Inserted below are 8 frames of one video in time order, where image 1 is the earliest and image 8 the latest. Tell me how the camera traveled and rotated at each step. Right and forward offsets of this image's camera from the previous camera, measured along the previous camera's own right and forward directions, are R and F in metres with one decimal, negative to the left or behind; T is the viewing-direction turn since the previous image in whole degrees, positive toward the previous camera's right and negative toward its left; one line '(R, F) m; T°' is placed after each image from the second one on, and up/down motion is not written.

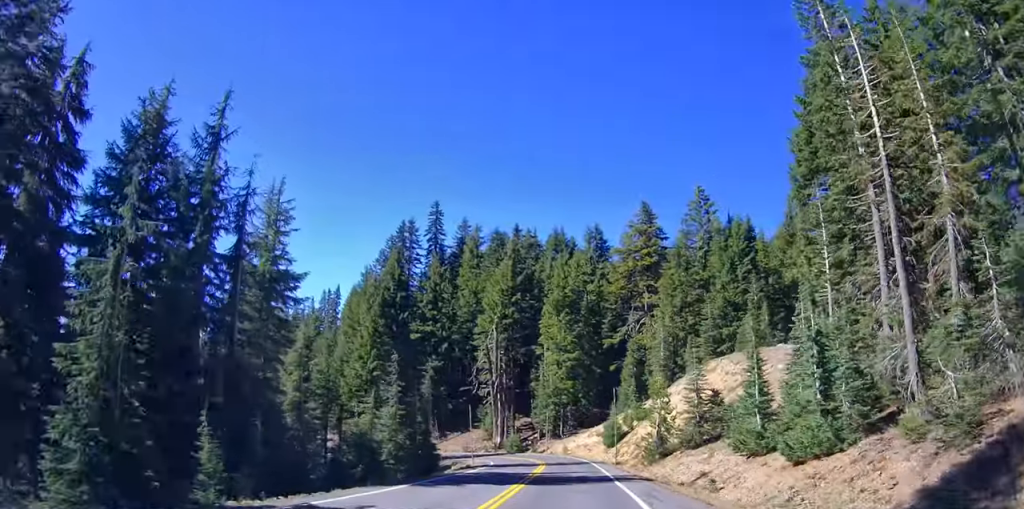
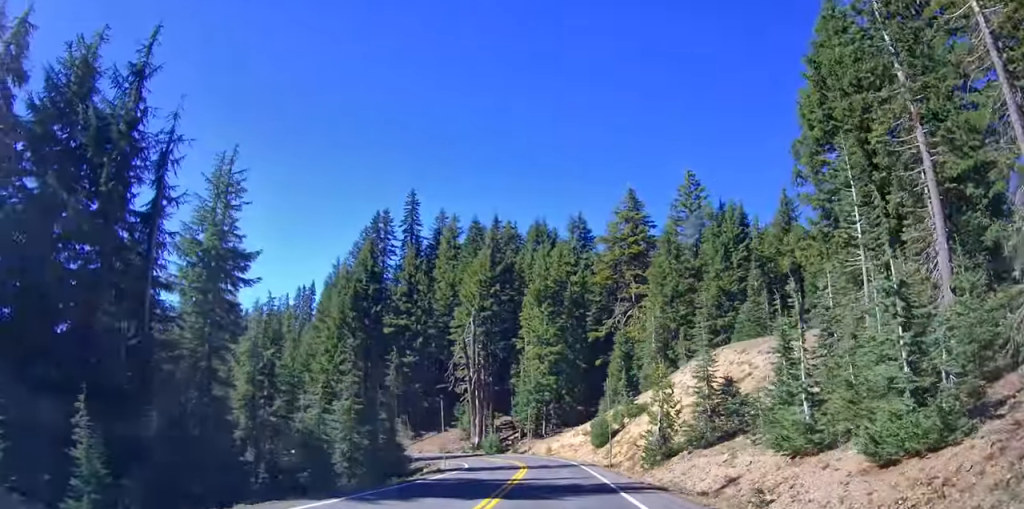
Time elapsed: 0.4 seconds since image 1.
(0.0, +5.8) m; +1°
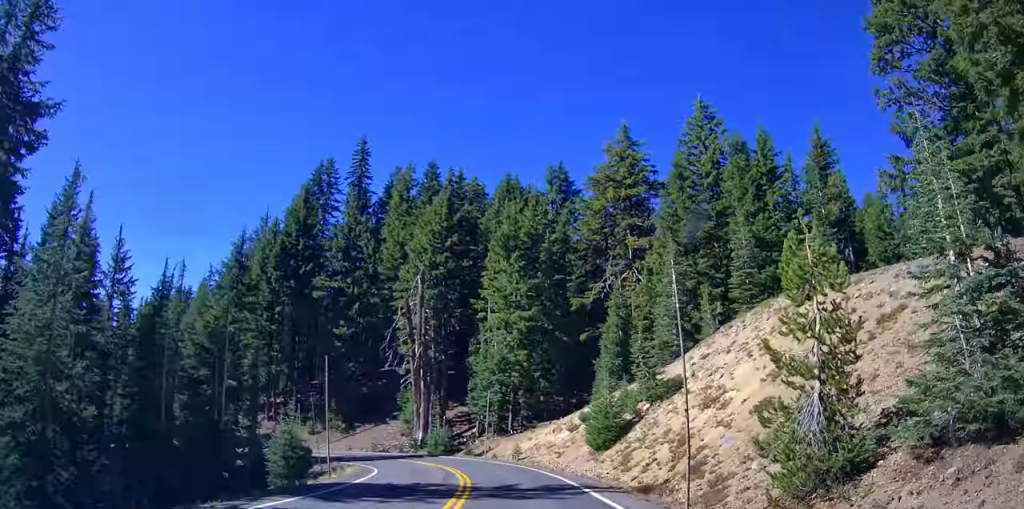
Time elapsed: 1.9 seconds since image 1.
(+0.8, +18.9) m; +5°
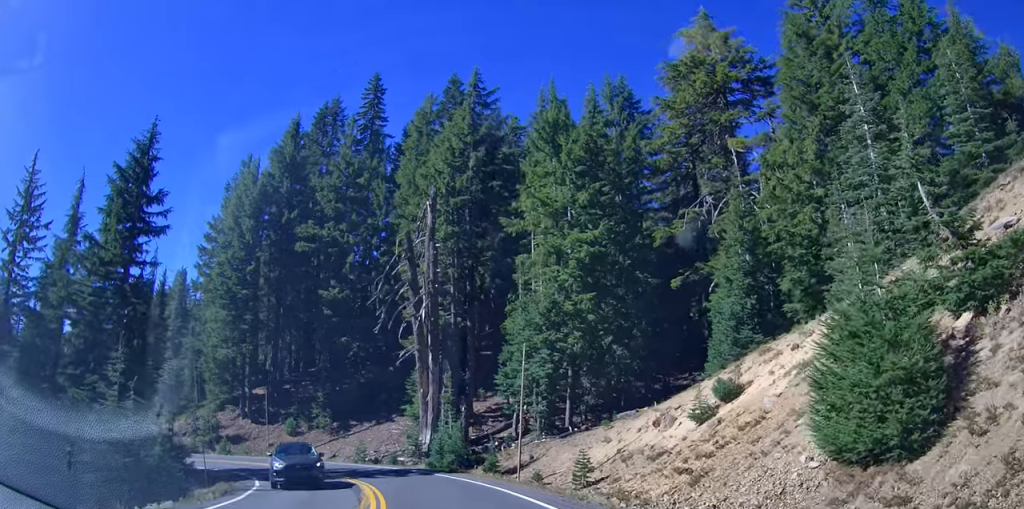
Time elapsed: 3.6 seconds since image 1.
(+0.2, +20.5) m; +1°
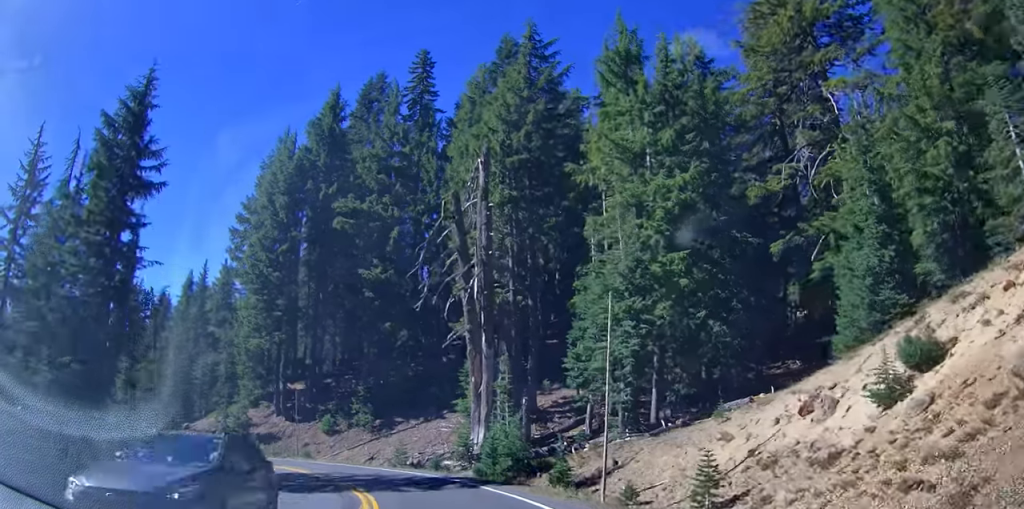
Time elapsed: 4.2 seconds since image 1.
(0.0, +7.3) m; 0°
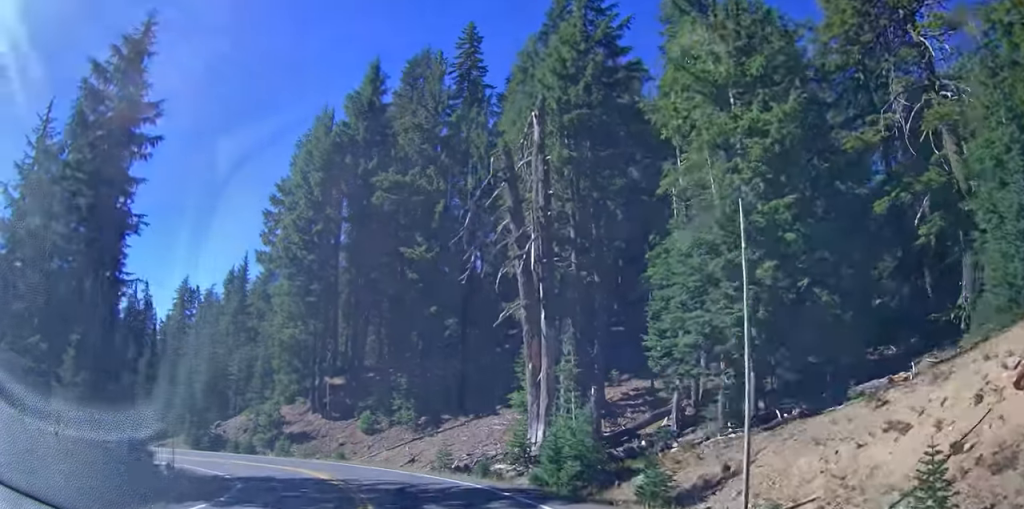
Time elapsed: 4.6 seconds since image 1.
(0.0, +5.6) m; -1°
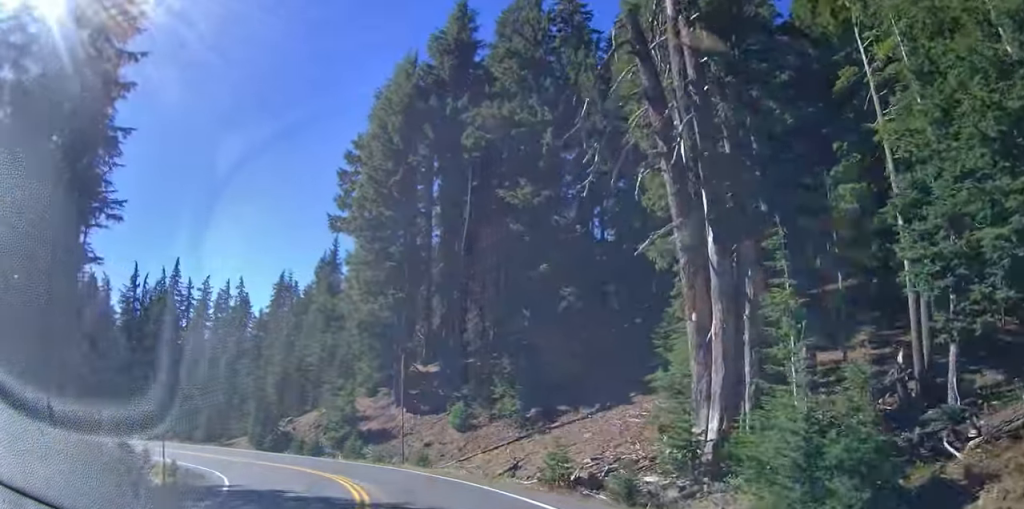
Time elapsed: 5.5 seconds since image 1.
(-0.1, +9.9) m; -13°
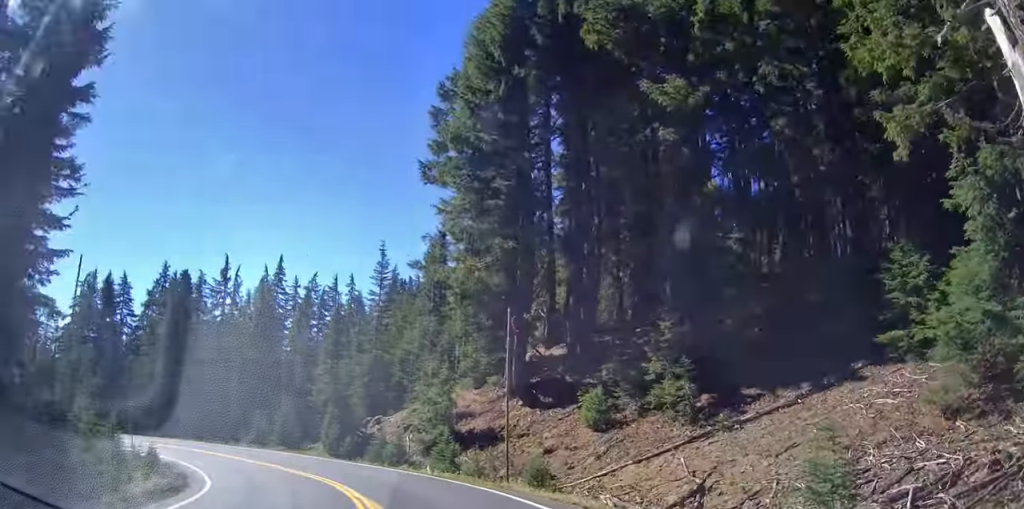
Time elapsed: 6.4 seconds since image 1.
(-1.6, +9.8) m; -22°
